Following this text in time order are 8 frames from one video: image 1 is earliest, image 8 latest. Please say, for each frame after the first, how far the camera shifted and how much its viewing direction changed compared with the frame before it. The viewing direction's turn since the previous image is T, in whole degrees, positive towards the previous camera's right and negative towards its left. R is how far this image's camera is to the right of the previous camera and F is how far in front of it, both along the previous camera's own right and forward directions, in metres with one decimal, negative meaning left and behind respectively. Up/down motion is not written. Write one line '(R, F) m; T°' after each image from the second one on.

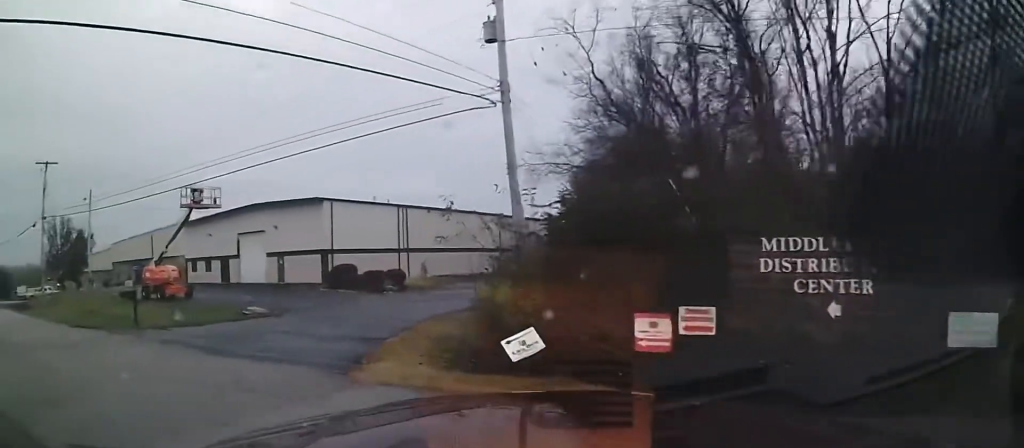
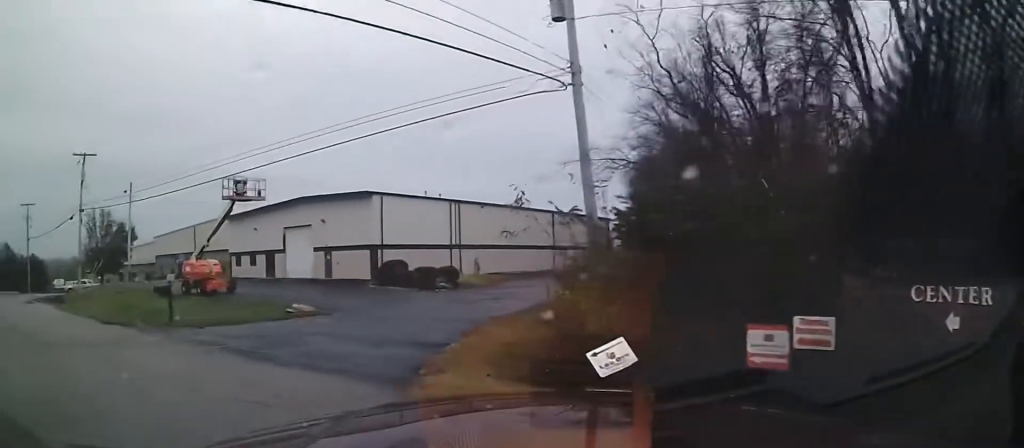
(+0.1, +1.7) m; -9°
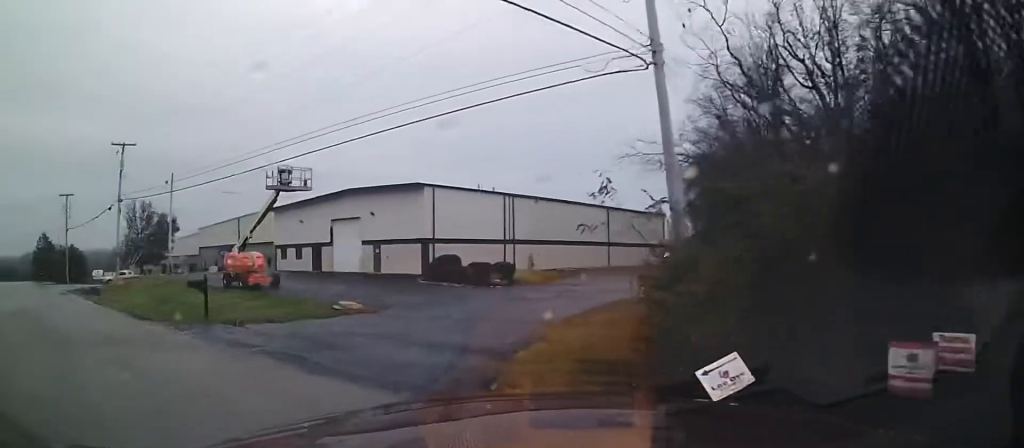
(-0.4, +1.7) m; -5°
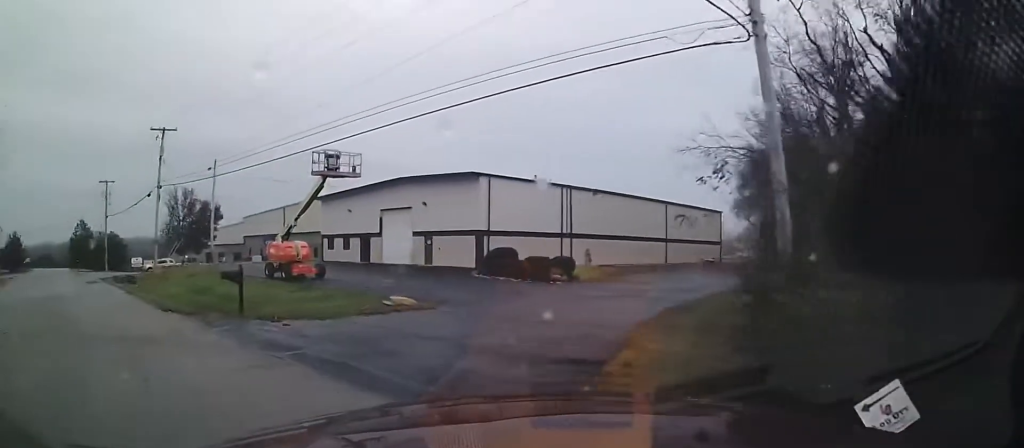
(-0.3, +2.1) m; -6°
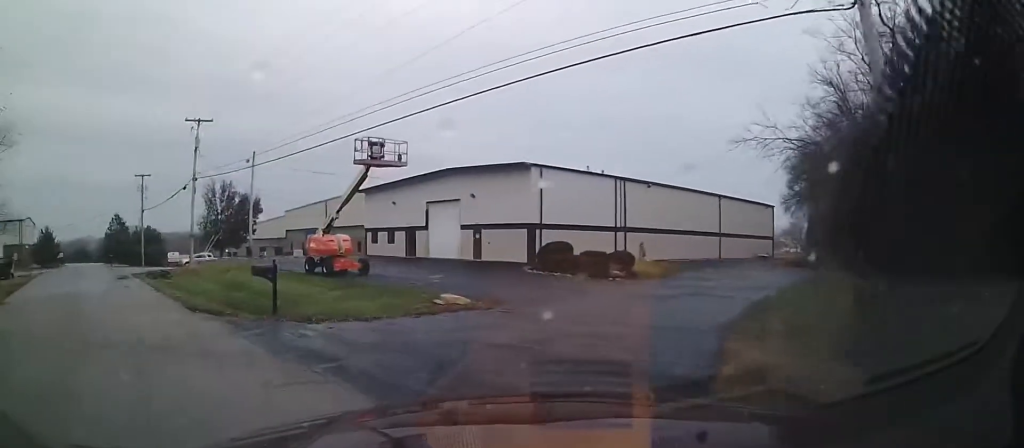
(0.0, +1.9) m; -4°
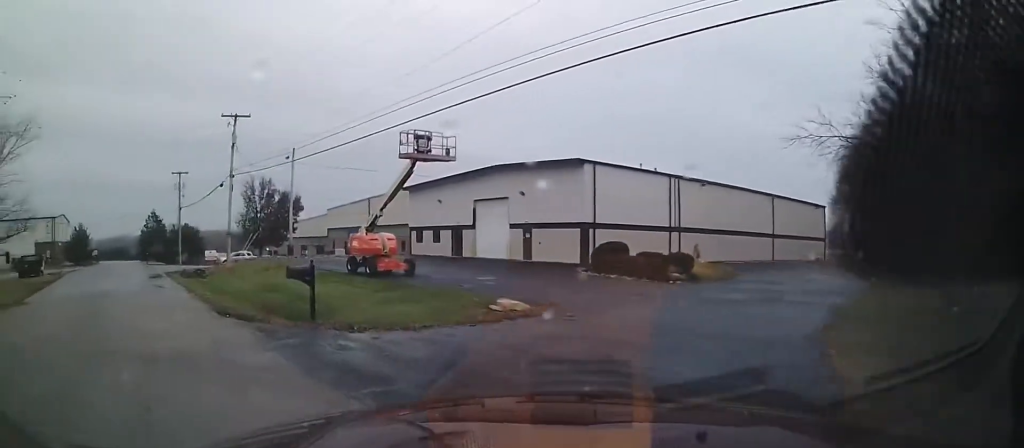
(+0.2, +1.8) m; -4°
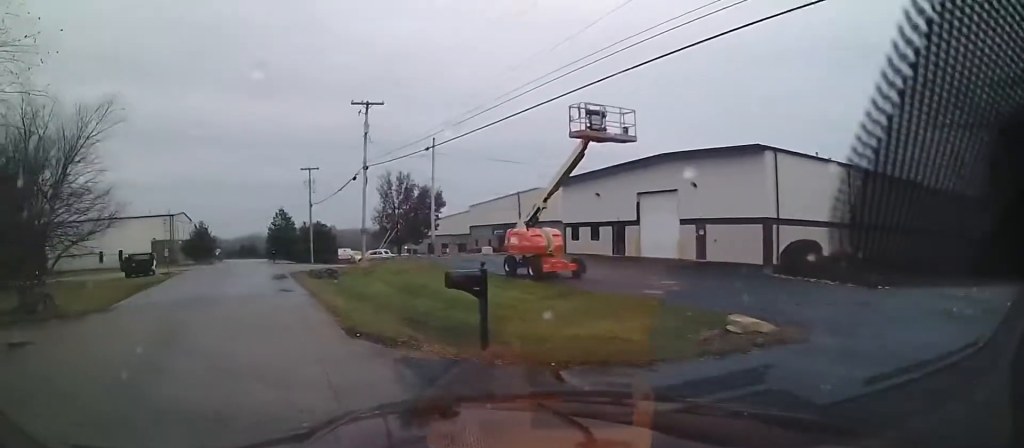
(-0.8, +4.5) m; -13°
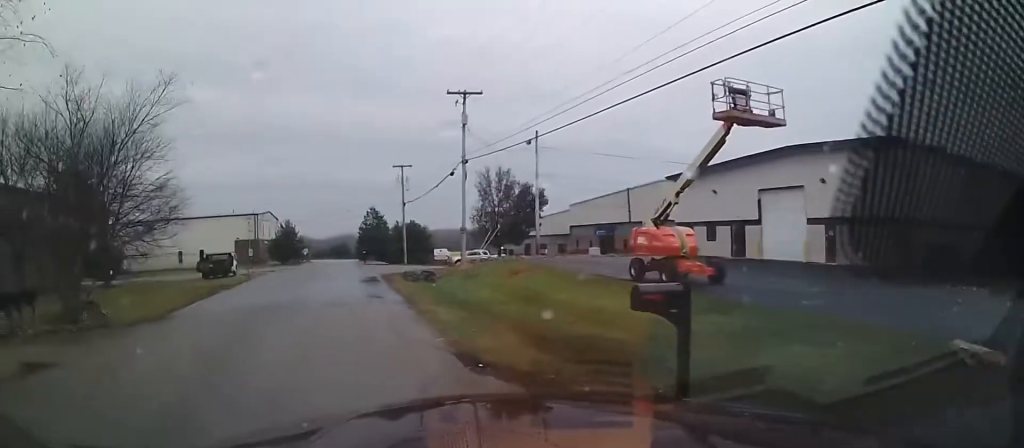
(-0.1, +3.0) m; -8°
